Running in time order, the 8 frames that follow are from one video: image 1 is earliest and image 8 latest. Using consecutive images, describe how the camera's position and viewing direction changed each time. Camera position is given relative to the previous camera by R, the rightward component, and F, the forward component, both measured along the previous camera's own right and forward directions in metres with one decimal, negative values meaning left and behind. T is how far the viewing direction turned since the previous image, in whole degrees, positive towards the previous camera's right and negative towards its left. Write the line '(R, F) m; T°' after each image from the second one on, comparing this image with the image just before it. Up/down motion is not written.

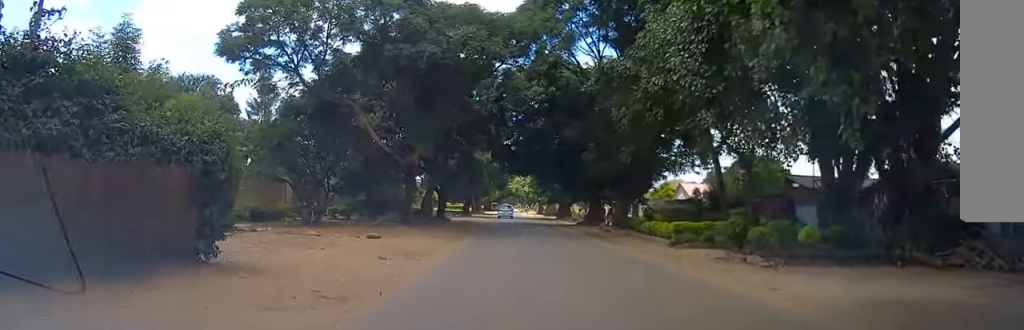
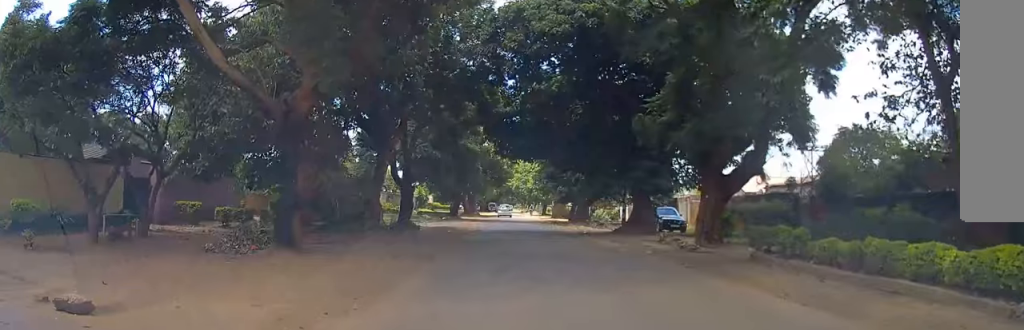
(-0.3, +17.6) m; +2°
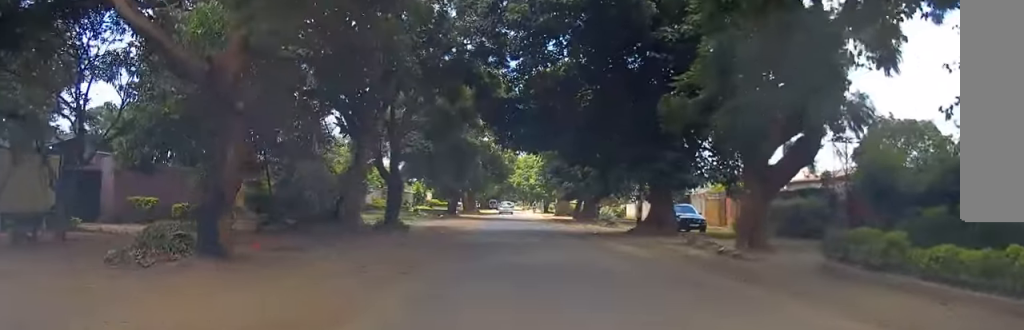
(0.0, +3.9) m; 0°
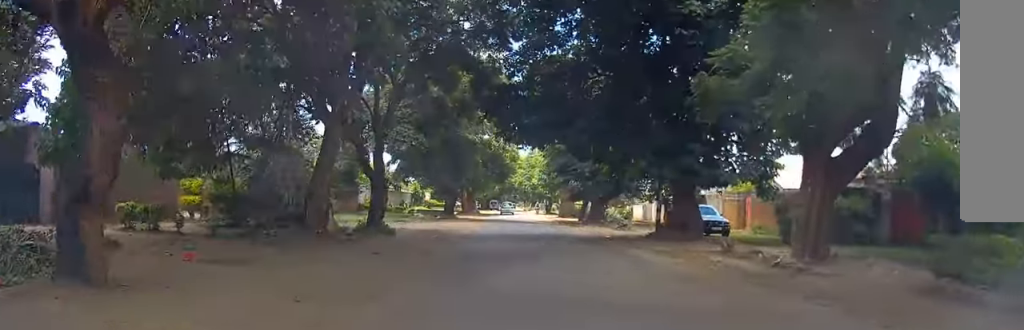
(0.0, +3.8) m; 0°
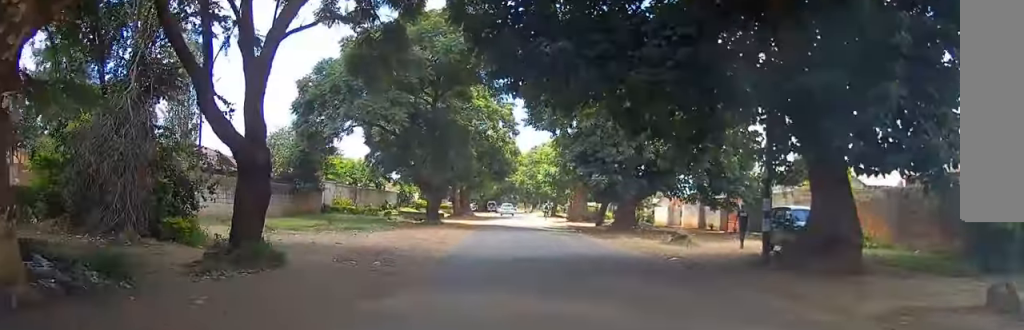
(0.0, +12.2) m; -1°
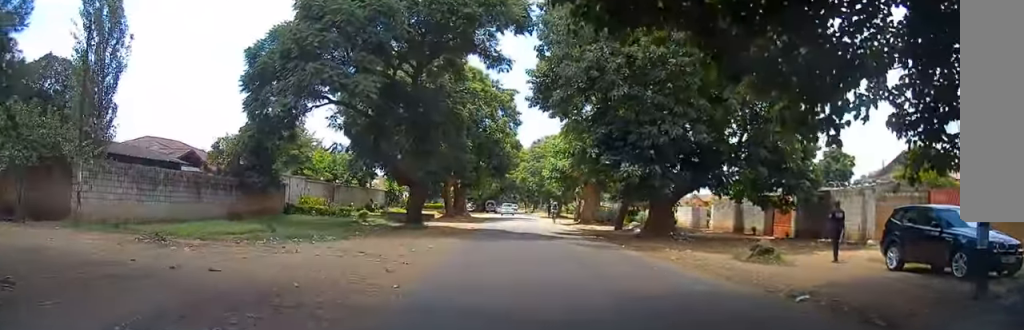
(-0.1, +8.6) m; 0°
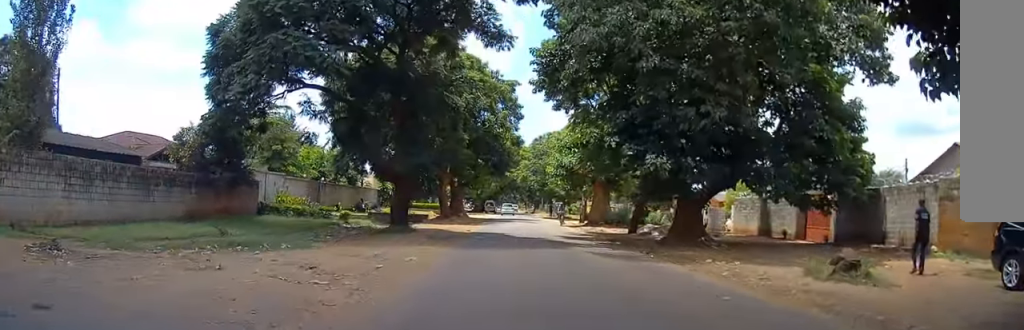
(0.0, +4.7) m; 0°
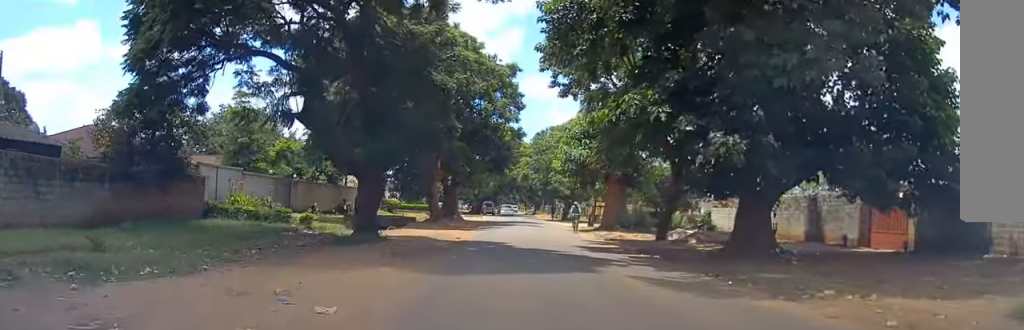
(+0.1, +6.9) m; +1°
